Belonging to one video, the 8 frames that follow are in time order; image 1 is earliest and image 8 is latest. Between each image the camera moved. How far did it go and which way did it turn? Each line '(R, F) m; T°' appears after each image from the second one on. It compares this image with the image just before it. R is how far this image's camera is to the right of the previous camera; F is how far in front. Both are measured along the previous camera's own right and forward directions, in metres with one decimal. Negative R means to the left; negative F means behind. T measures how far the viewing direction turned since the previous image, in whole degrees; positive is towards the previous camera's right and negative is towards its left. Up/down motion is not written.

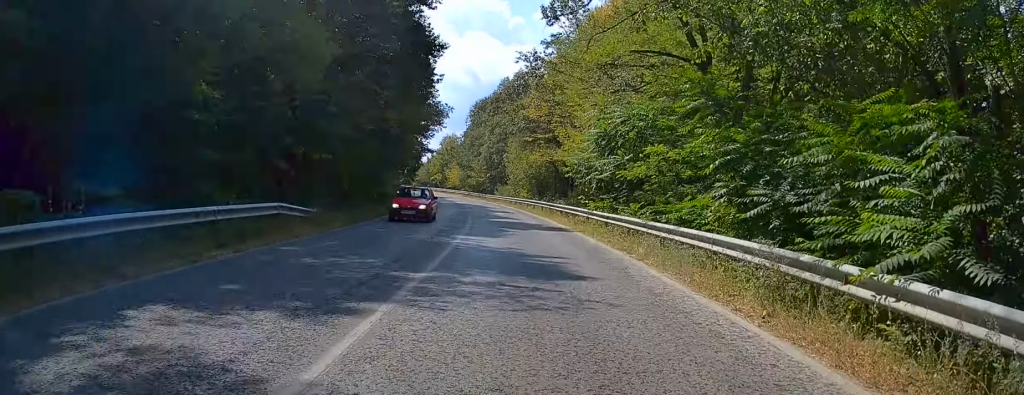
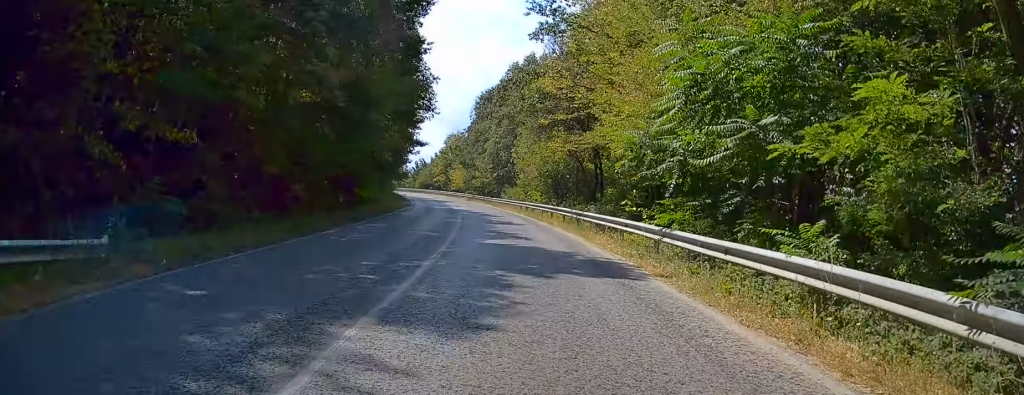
(-0.3, +12.3) m; -1°
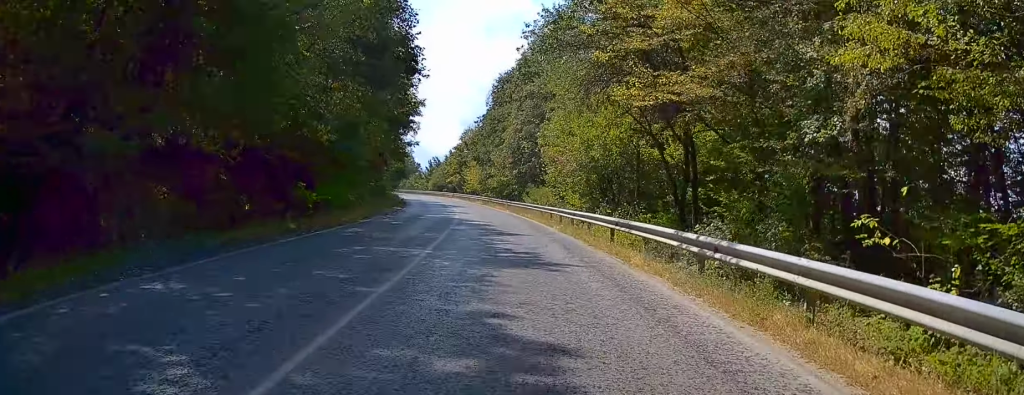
(+0.2, +16.0) m; -1°
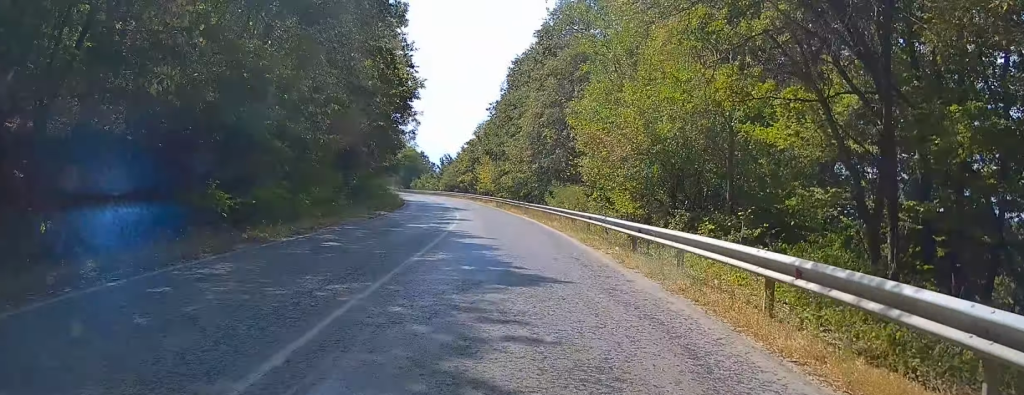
(-0.3, +11.0) m; -1°
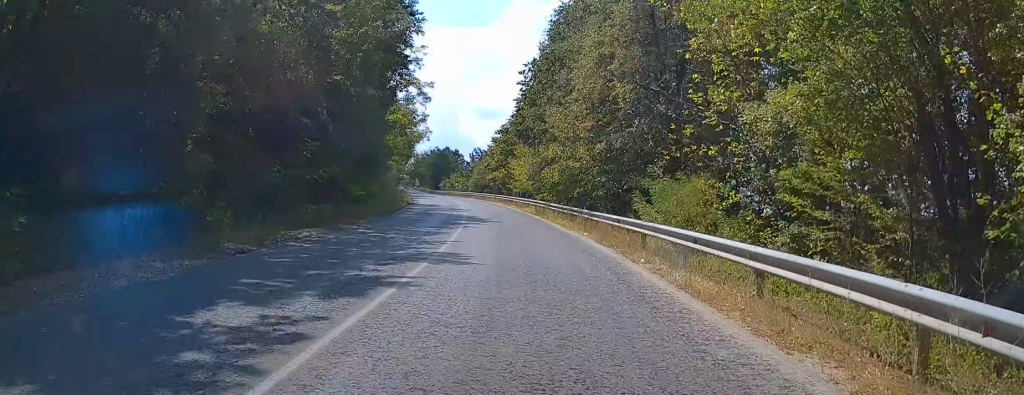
(-0.4, +18.4) m; -2°
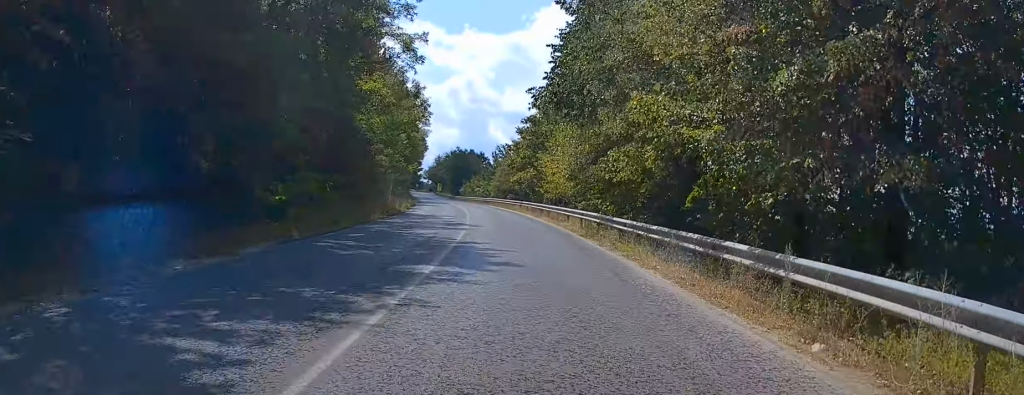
(-0.1, +16.0) m; -1°
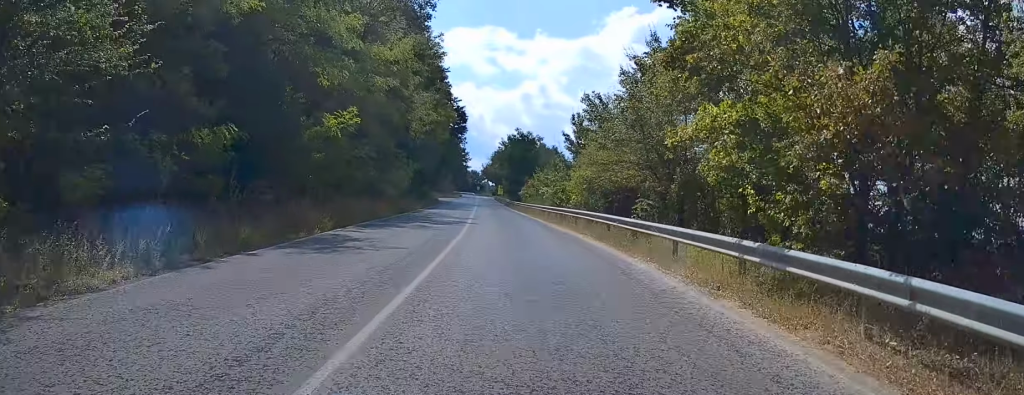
(-2.9, +44.7) m; -8°
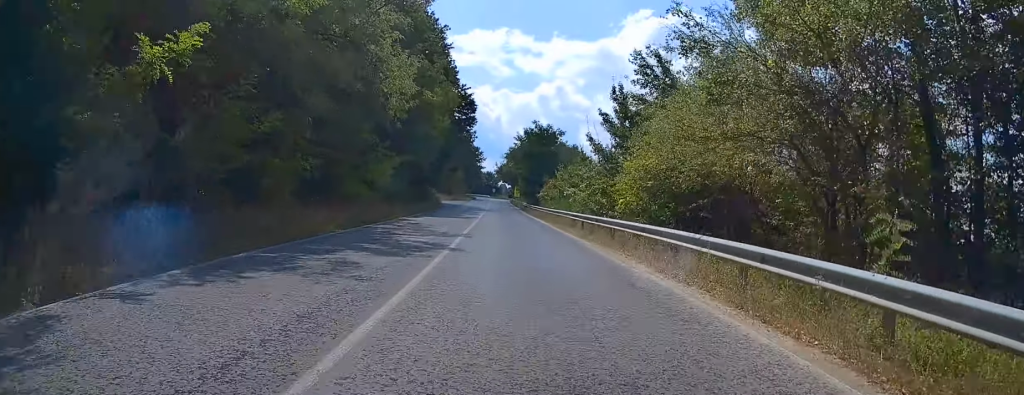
(-0.3, +12.5) m; -2°
